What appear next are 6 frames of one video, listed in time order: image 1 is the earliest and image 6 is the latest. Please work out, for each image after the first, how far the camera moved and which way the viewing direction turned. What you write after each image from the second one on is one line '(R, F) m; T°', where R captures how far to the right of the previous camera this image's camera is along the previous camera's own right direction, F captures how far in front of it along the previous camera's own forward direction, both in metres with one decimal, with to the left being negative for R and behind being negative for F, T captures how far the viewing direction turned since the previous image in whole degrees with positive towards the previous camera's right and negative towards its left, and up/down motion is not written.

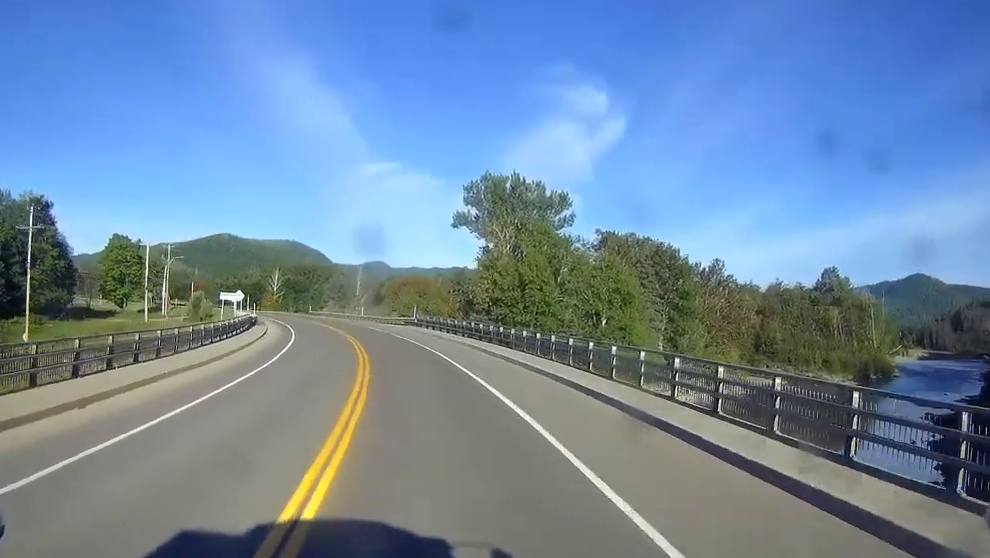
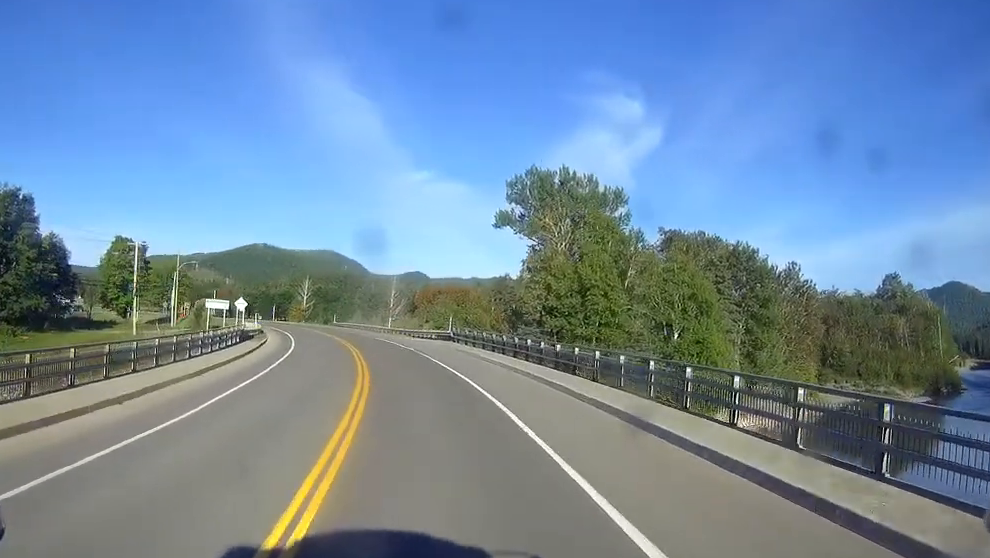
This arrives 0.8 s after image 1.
(-0.3, +15.5) m; -2°
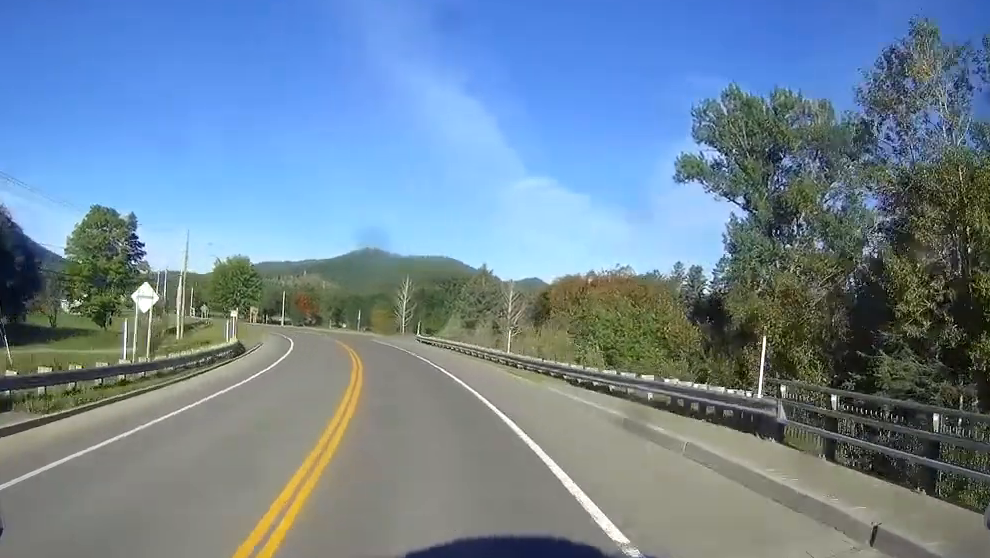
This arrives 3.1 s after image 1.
(-2.9, +48.3) m; -7°
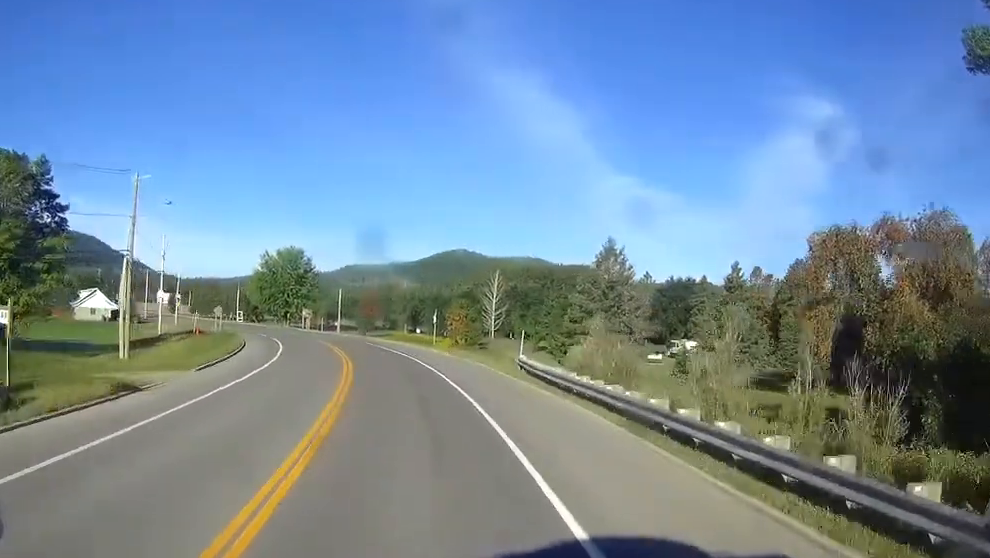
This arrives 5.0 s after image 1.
(-2.3, +38.4) m; -7°
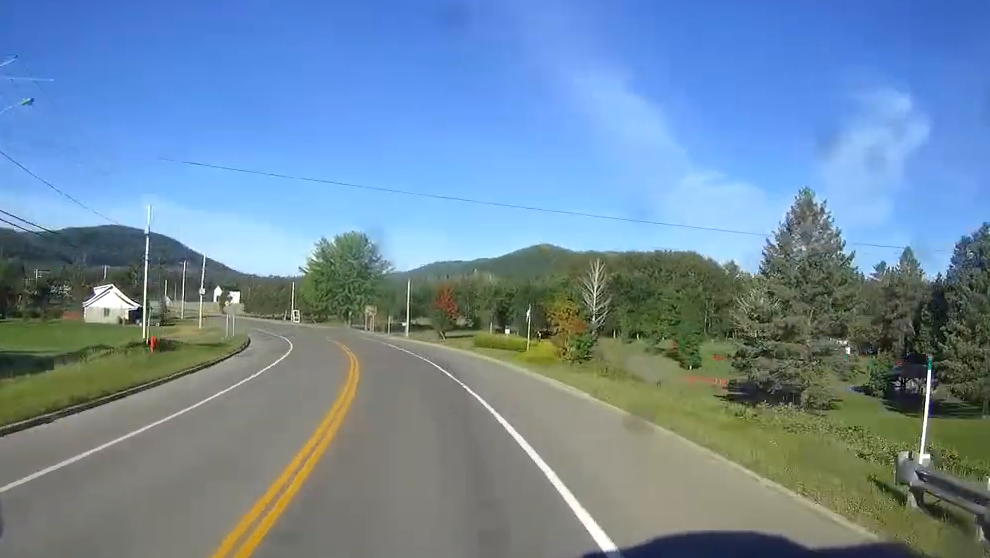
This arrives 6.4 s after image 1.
(-1.4, +29.6) m; -4°
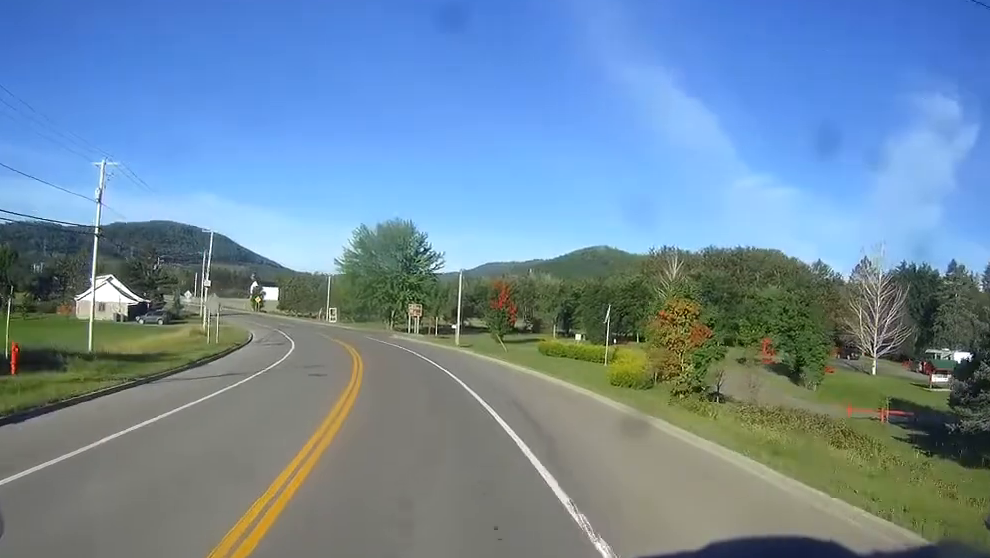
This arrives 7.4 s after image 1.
(-0.2, +20.7) m; -6°
